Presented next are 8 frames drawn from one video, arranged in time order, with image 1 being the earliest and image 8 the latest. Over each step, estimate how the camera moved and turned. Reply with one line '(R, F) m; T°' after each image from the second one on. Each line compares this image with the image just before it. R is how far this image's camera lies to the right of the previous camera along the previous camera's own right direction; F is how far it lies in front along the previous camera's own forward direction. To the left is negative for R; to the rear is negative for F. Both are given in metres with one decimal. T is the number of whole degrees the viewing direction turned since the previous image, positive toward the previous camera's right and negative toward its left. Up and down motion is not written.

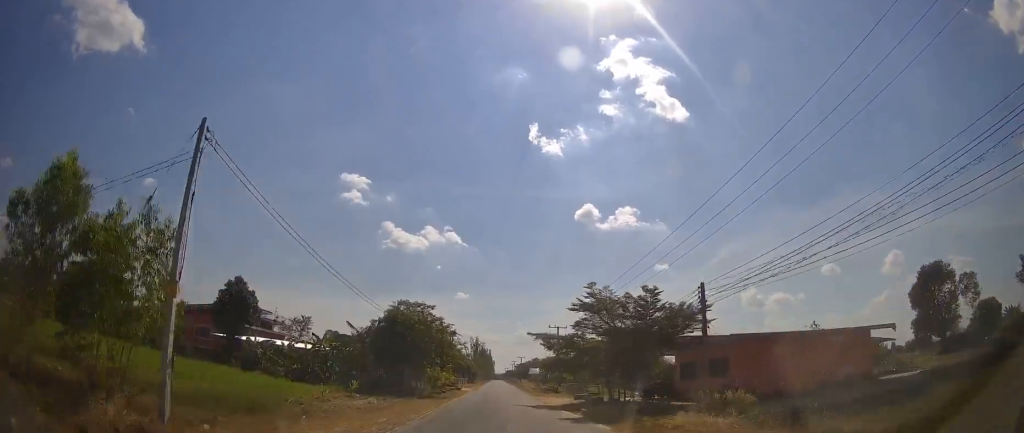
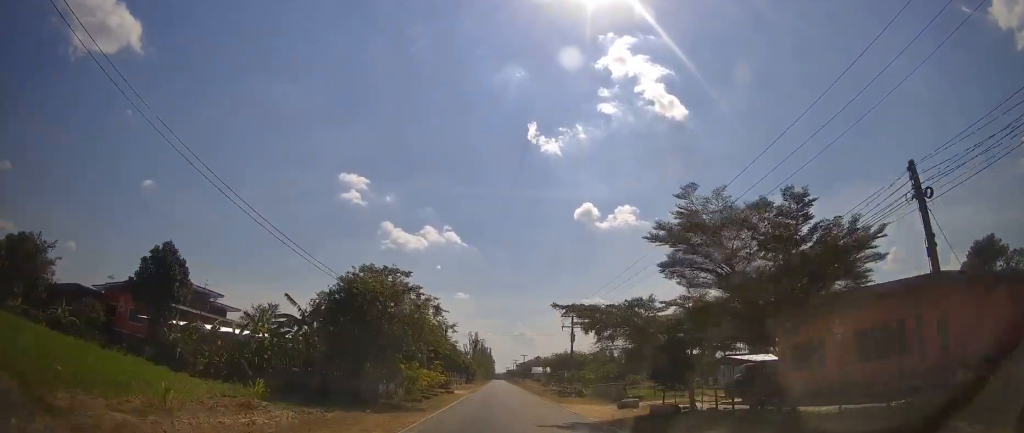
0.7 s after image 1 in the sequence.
(0.0, +13.2) m; 0°
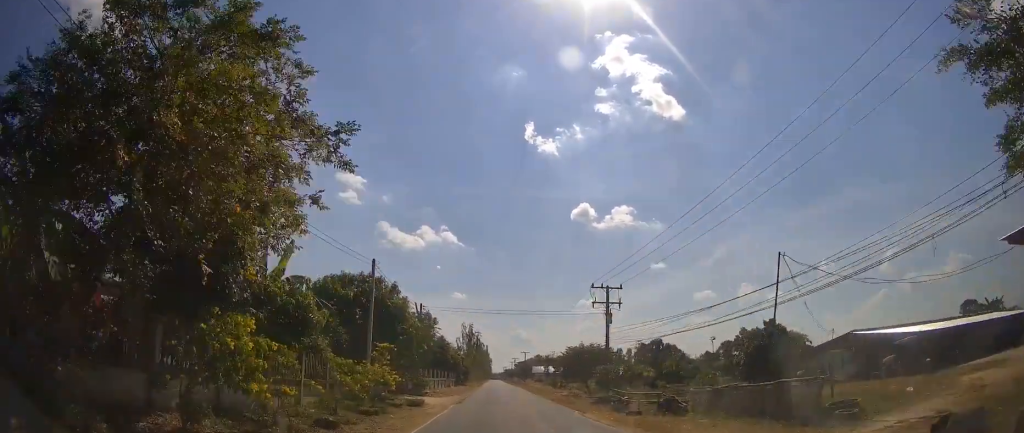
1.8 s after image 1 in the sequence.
(+0.1, +19.8) m; 0°
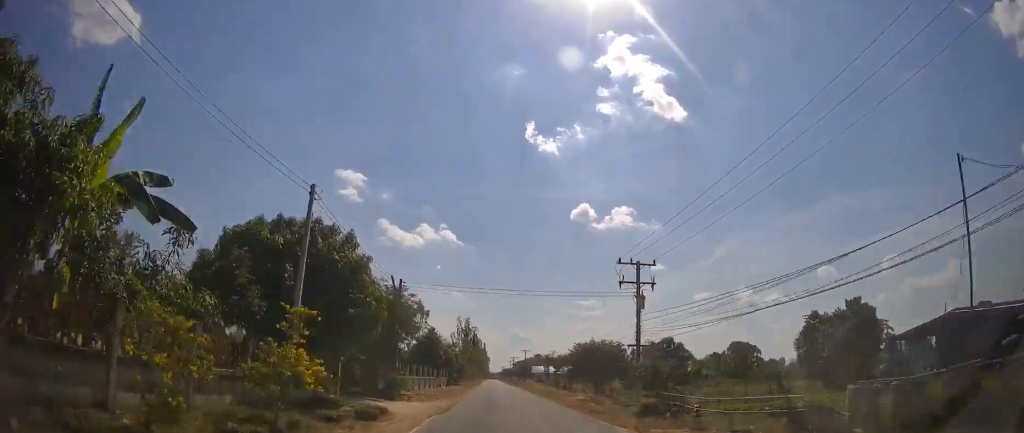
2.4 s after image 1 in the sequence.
(0.0, +8.8) m; 0°
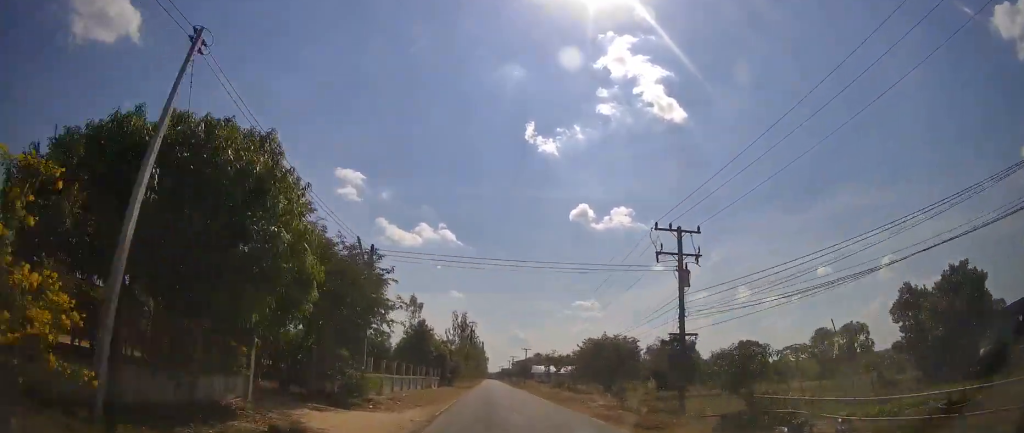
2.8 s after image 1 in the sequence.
(0.0, +6.4) m; 0°
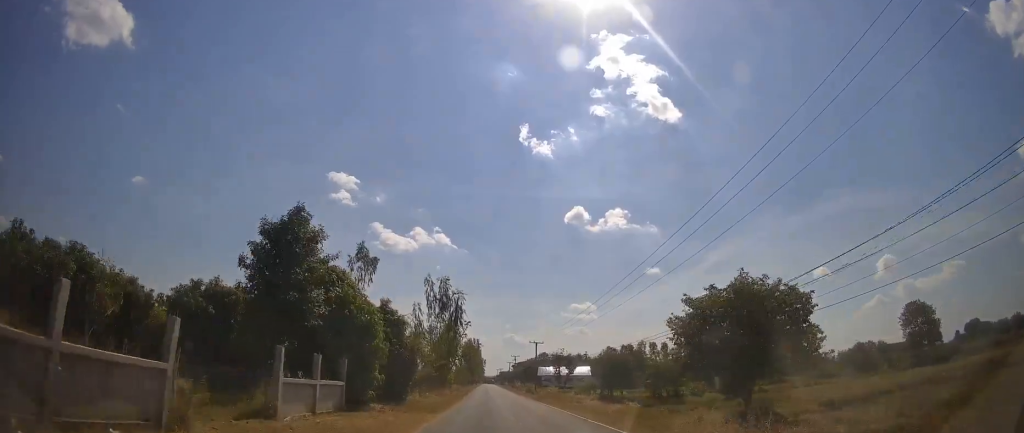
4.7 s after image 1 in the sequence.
(+0.2, +27.5) m; +1°
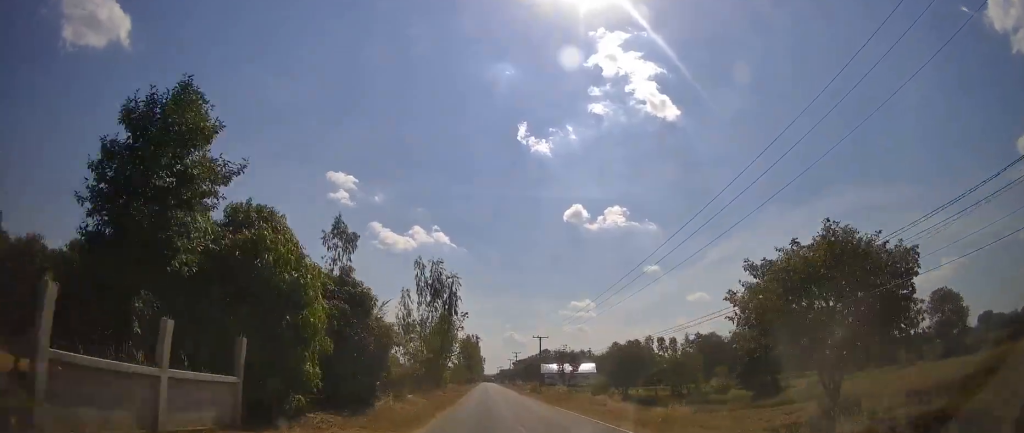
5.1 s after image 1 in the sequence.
(0.0, +6.6) m; 0°
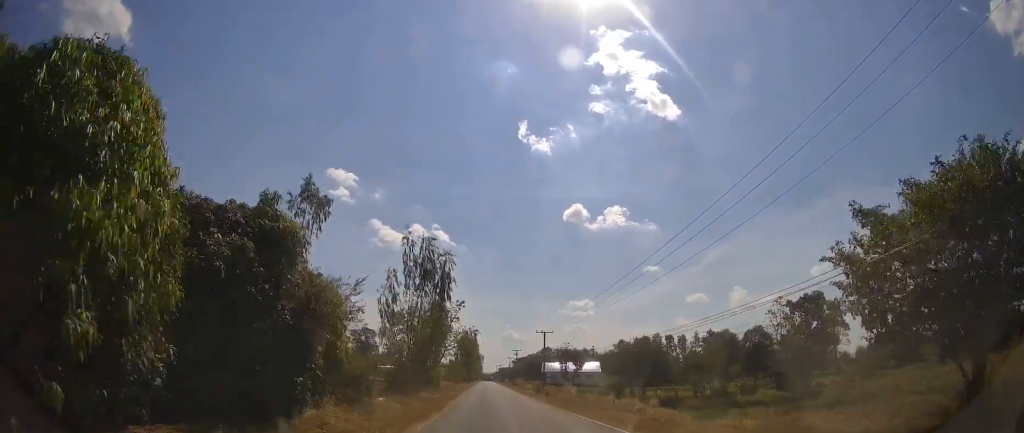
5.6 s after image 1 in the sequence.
(0.0, +6.6) m; 0°
